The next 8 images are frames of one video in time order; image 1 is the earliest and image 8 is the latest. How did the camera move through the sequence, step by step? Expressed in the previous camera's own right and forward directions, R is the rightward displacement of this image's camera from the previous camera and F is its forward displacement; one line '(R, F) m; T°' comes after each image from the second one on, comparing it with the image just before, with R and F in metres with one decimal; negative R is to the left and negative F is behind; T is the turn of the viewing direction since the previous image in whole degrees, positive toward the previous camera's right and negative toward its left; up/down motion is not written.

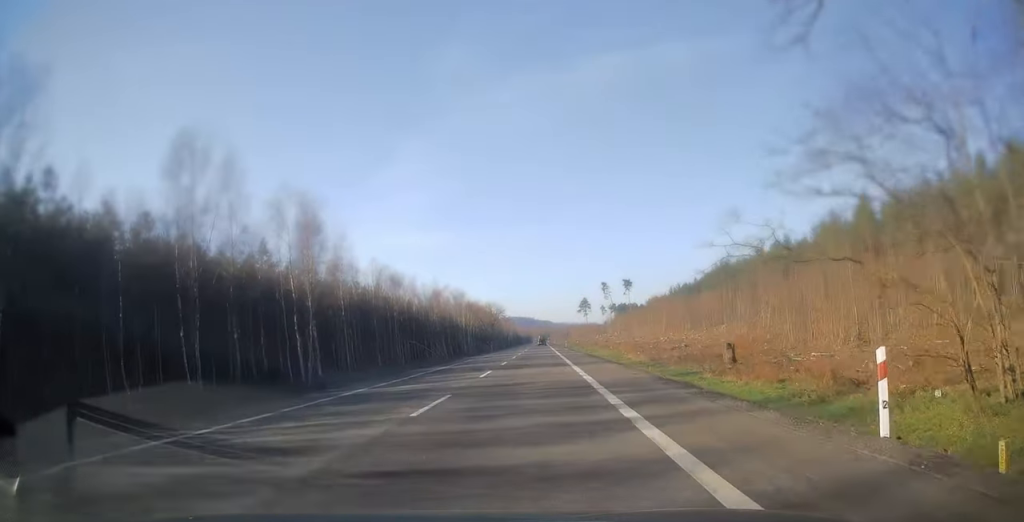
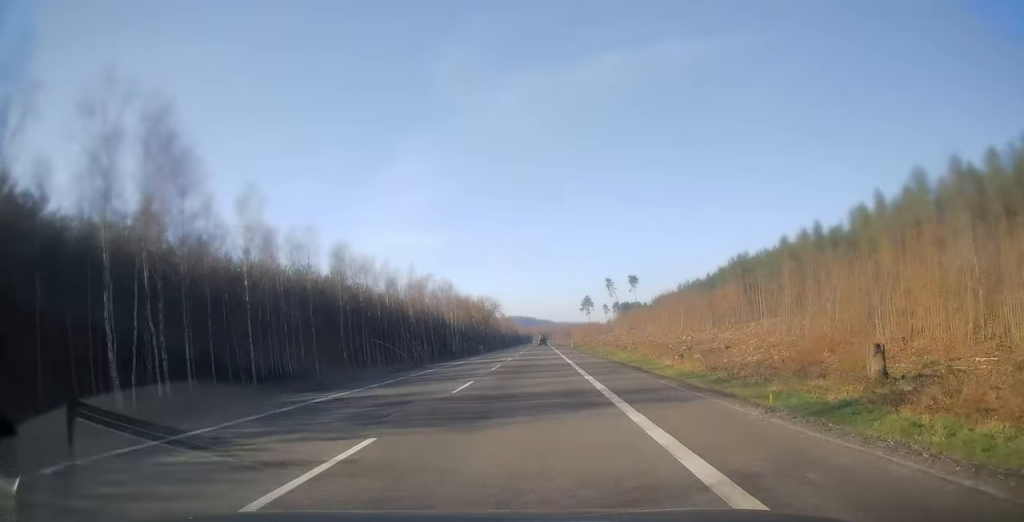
(0.0, +18.9) m; 0°
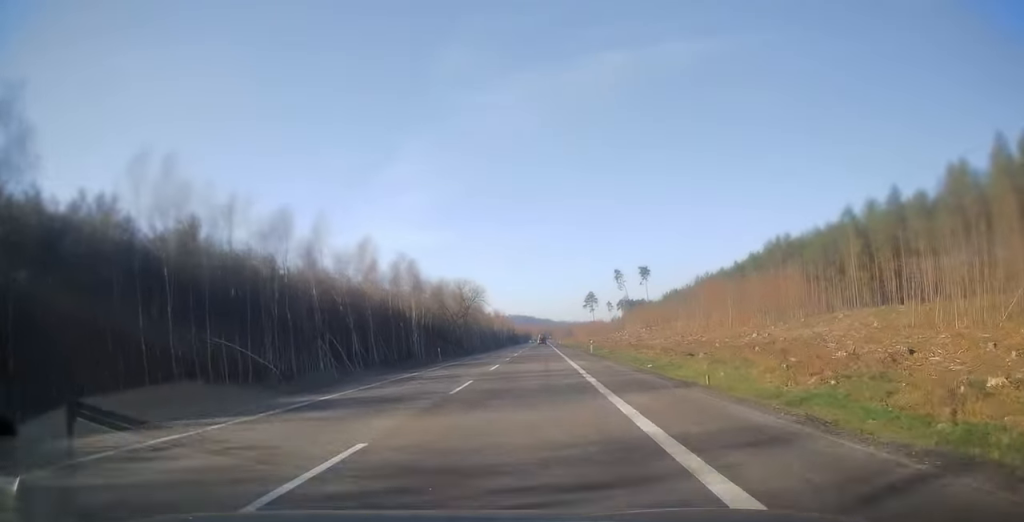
(+0.3, +35.6) m; 0°
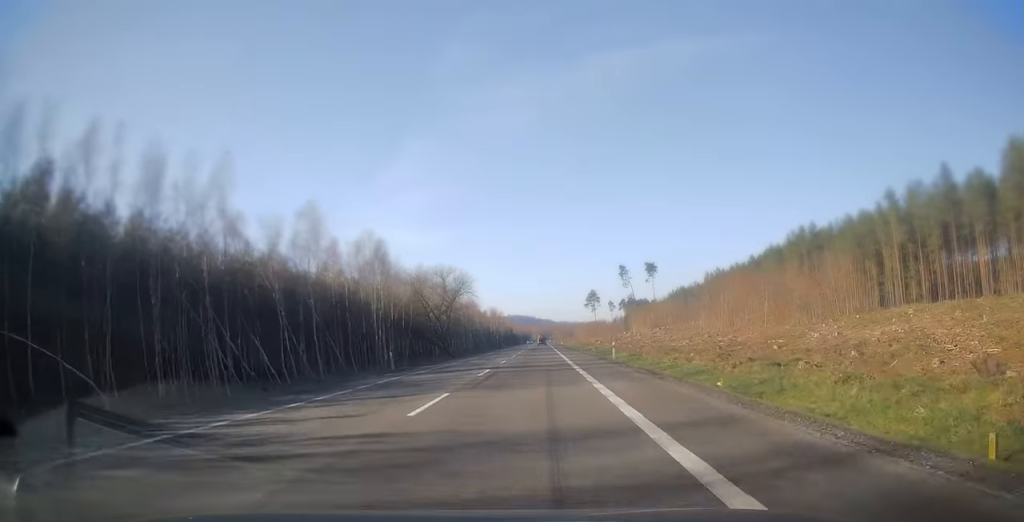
(0.0, +16.6) m; 0°
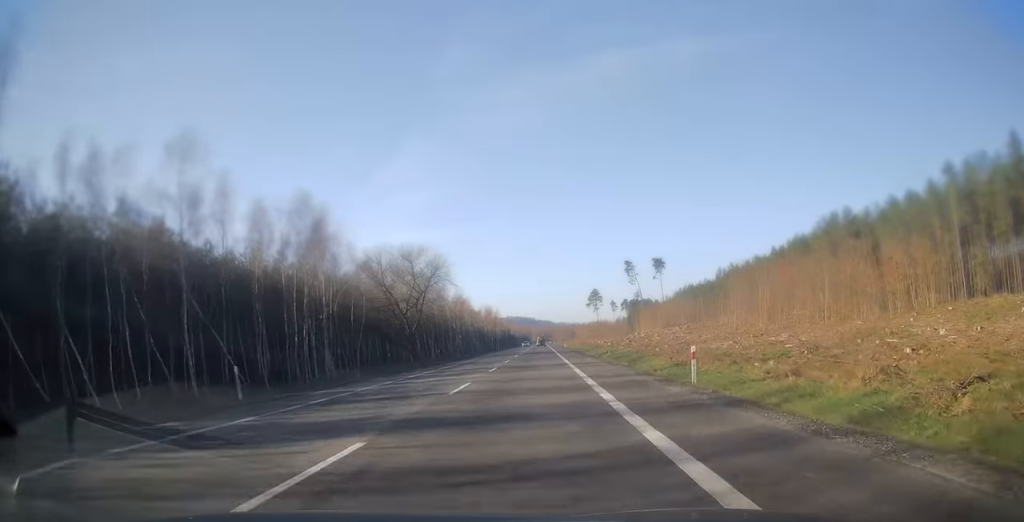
(+0.1, +18.8) m; 0°
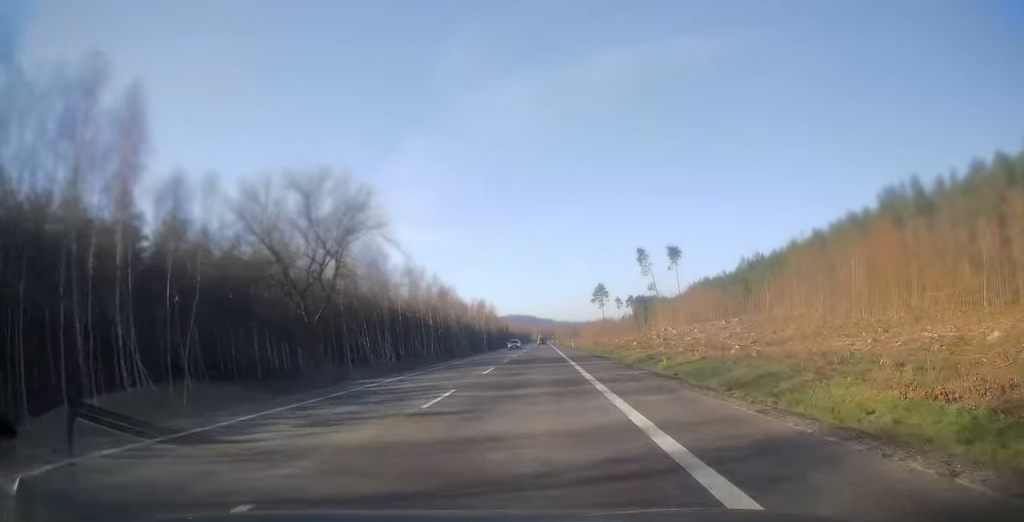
(-0.3, +26.9) m; 0°
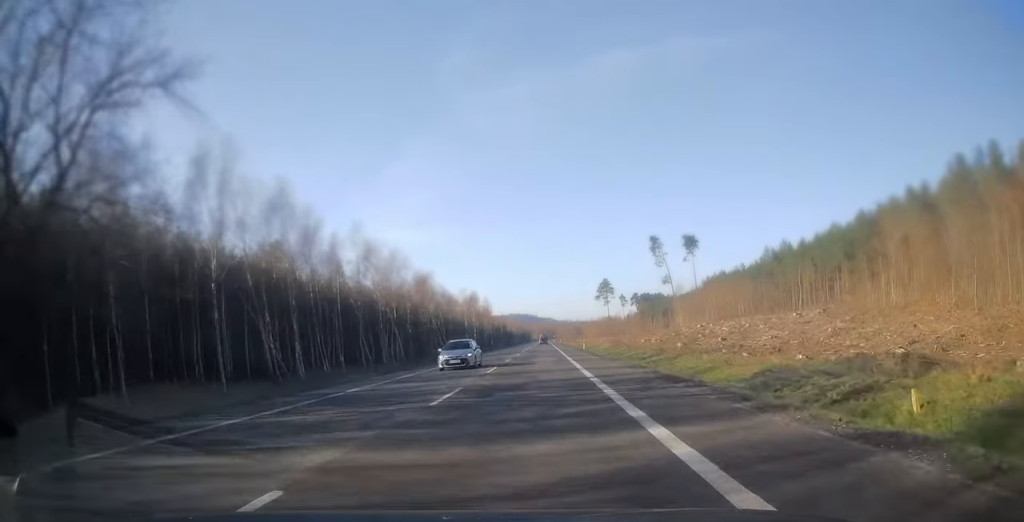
(+0.1, +23.3) m; 0°
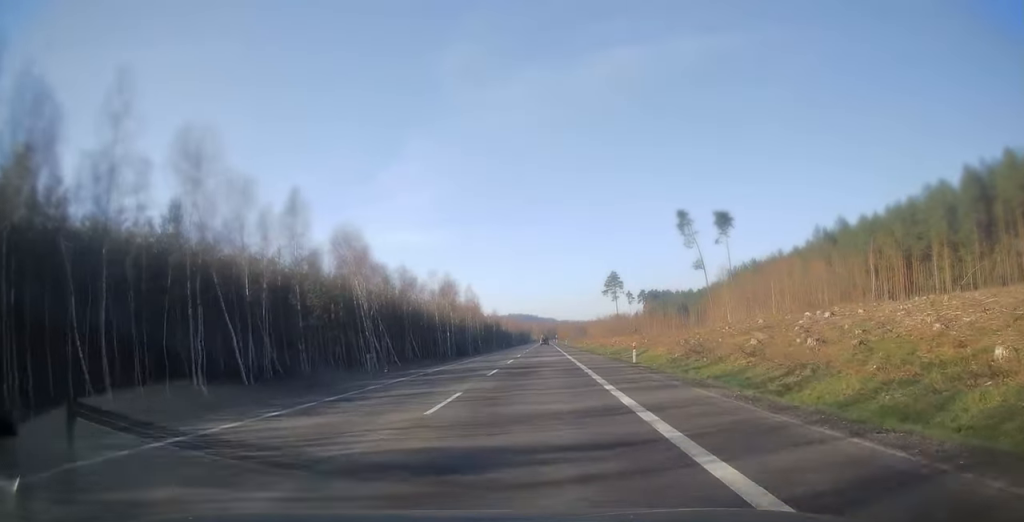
(+0.1, +36.8) m; 0°
